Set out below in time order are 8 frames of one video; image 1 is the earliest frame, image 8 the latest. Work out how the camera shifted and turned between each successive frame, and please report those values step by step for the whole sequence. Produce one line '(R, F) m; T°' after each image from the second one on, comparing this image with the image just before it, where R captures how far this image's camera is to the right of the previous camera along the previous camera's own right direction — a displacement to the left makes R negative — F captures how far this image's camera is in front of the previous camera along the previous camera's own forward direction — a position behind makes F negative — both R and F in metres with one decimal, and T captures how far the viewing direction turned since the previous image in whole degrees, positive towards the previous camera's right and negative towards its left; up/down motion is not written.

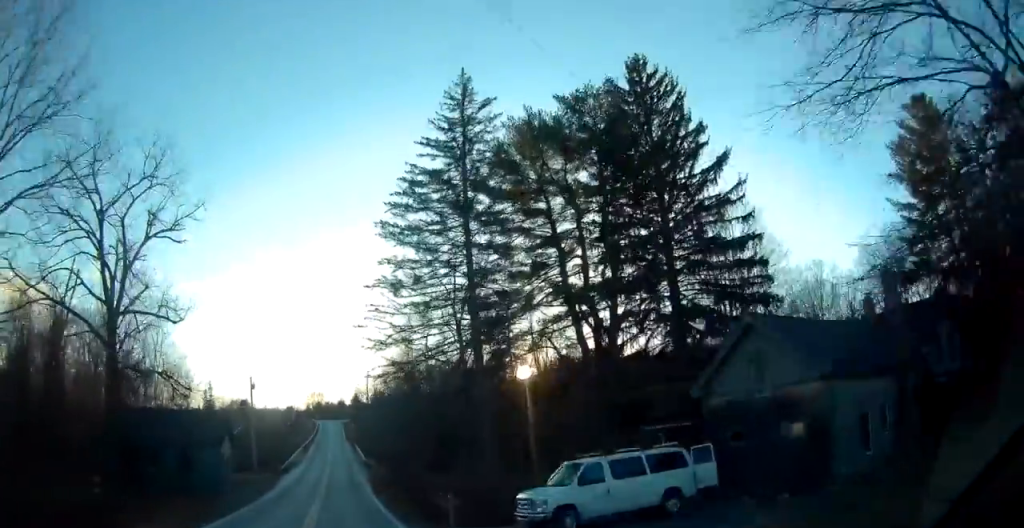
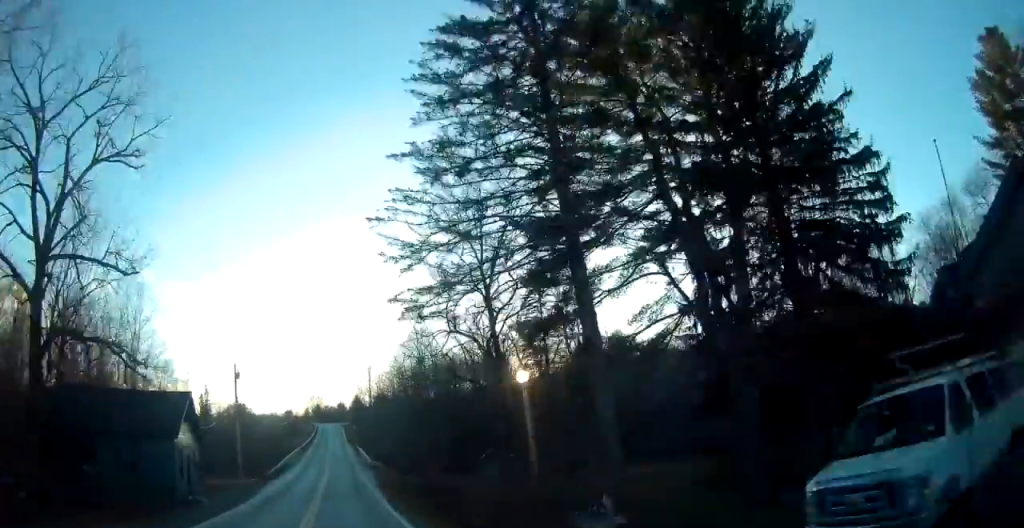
(0.0, +10.5) m; 0°
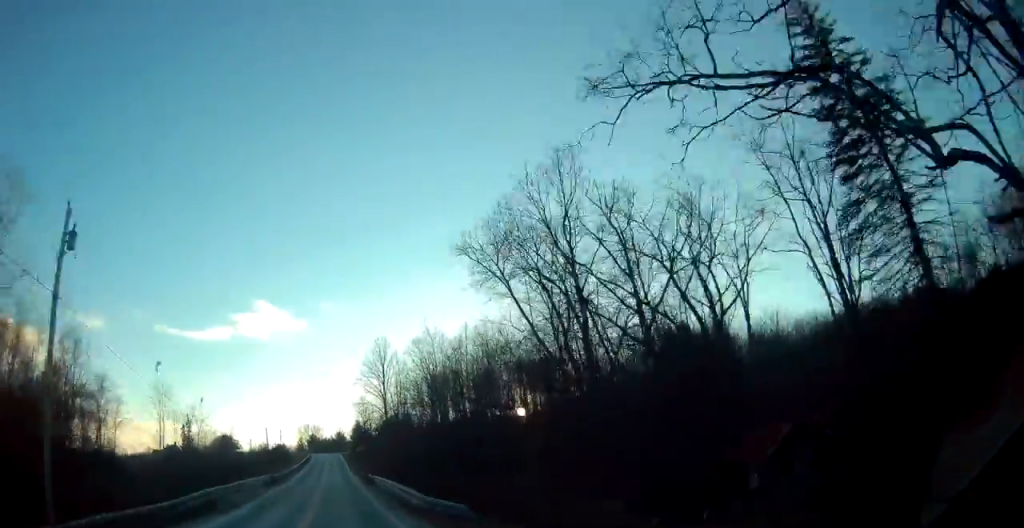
(+0.3, +40.9) m; +1°
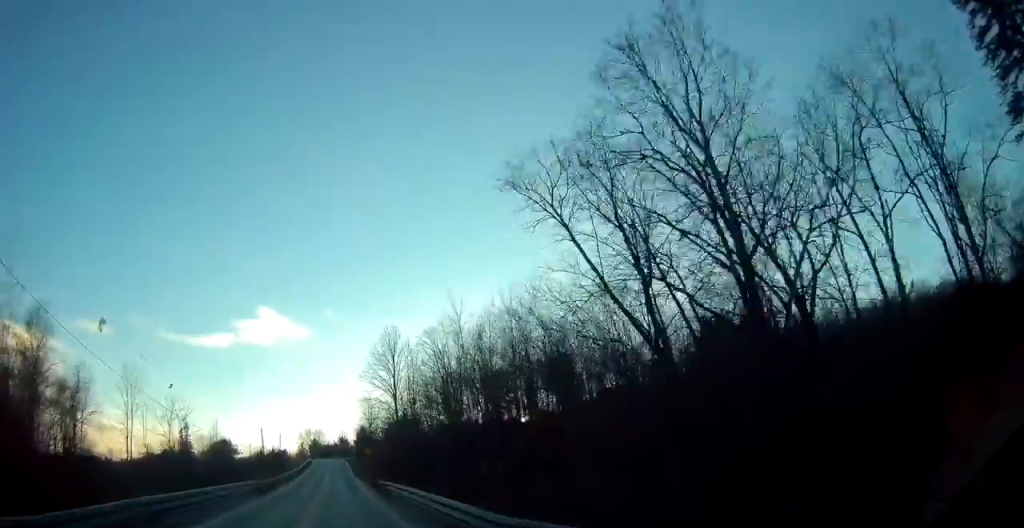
(+0.1, +10.0) m; 0°
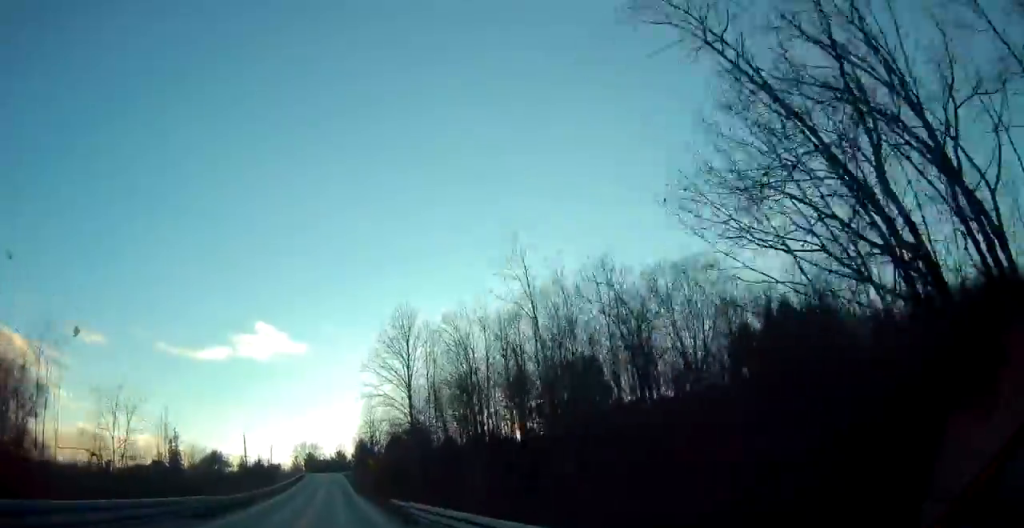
(0.0, +15.3) m; 0°
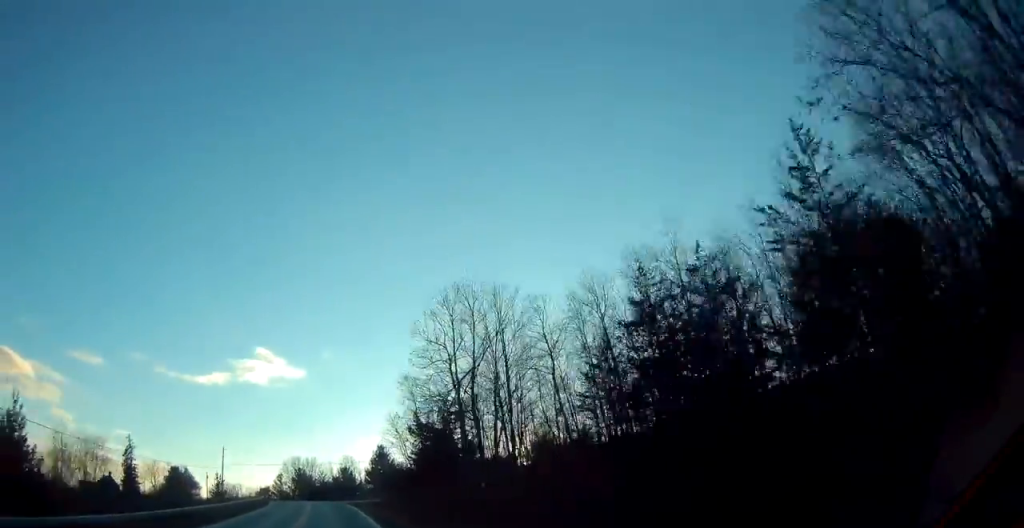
(-0.1, +71.1) m; -1°
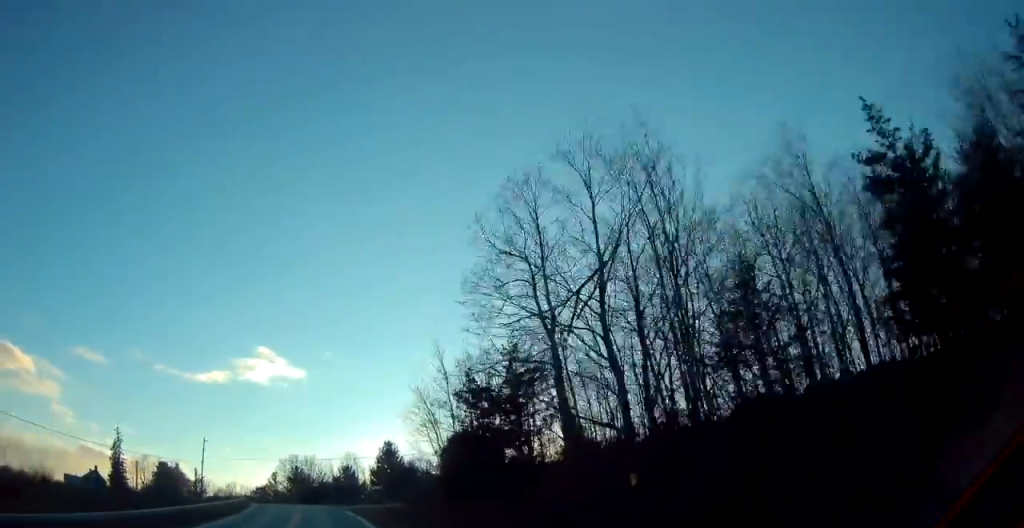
(0.0, +14.2) m; 0°
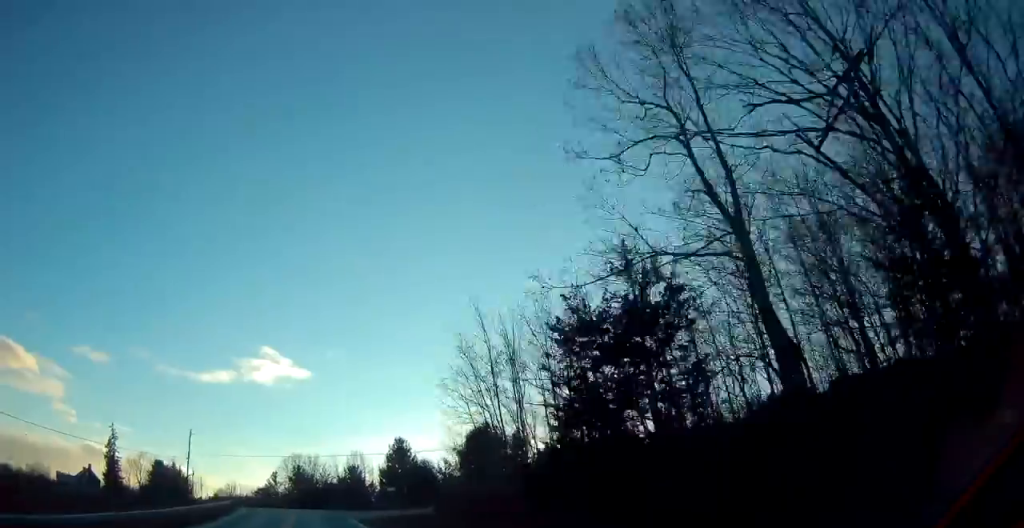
(0.0, +9.9) m; 0°
